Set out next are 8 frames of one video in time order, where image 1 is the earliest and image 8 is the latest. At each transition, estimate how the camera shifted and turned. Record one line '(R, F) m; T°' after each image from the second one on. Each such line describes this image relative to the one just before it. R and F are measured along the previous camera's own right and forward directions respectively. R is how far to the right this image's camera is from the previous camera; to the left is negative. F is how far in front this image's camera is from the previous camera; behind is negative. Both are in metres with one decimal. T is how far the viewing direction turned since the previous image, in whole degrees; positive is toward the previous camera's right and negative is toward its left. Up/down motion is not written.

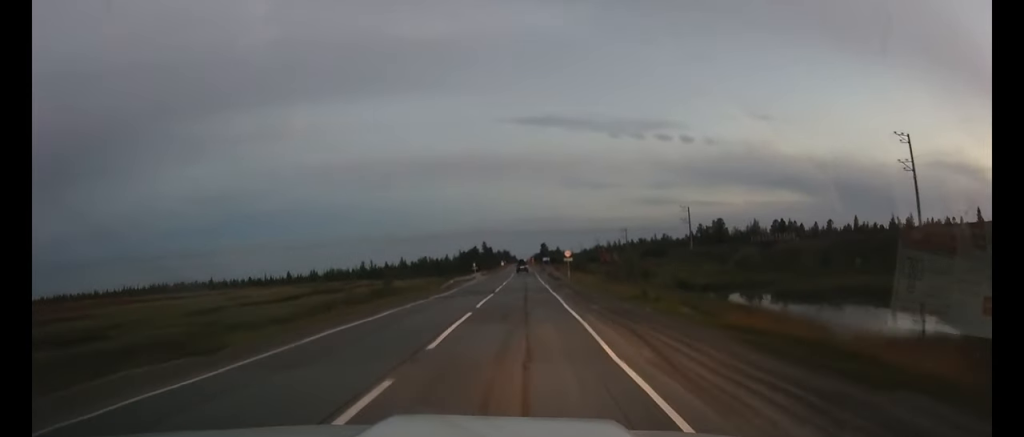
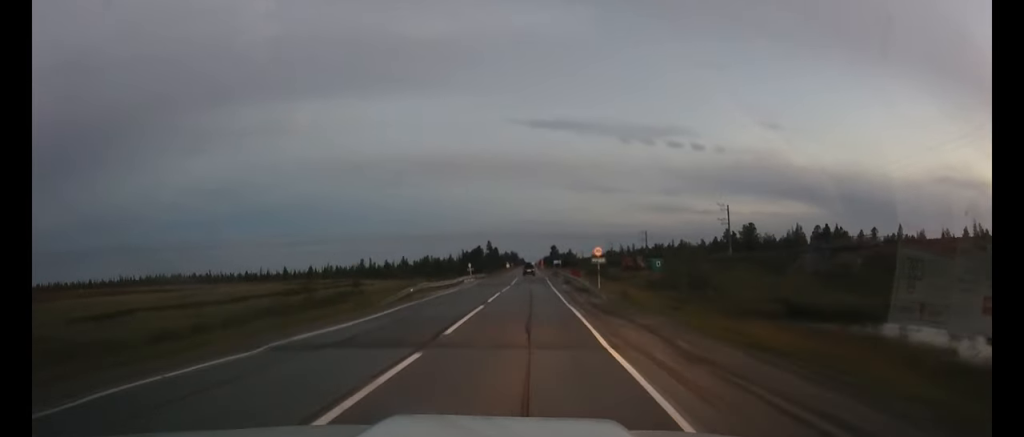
(+0.1, +22.7) m; 0°
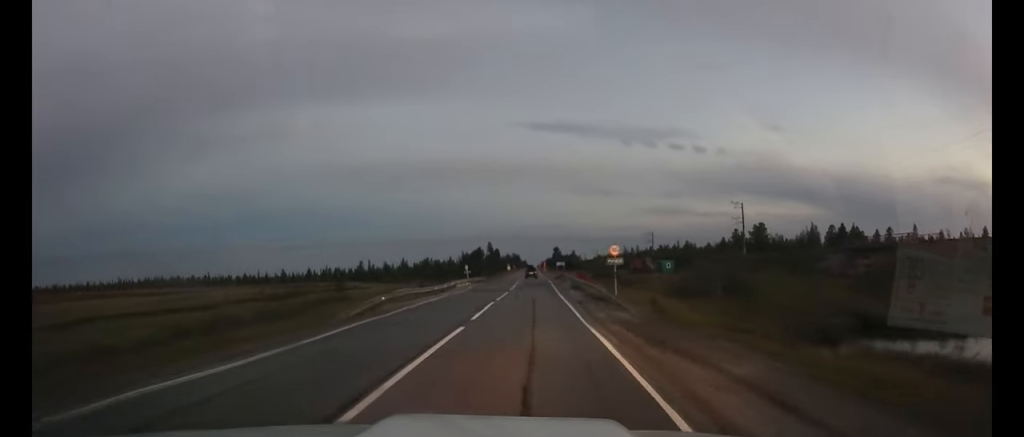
(0.0, +7.5) m; 0°
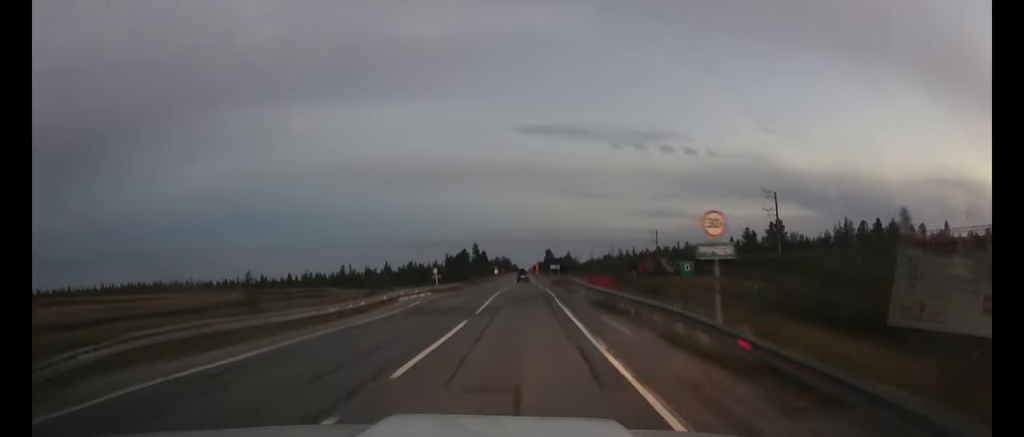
(-0.1, +20.7) m; 0°
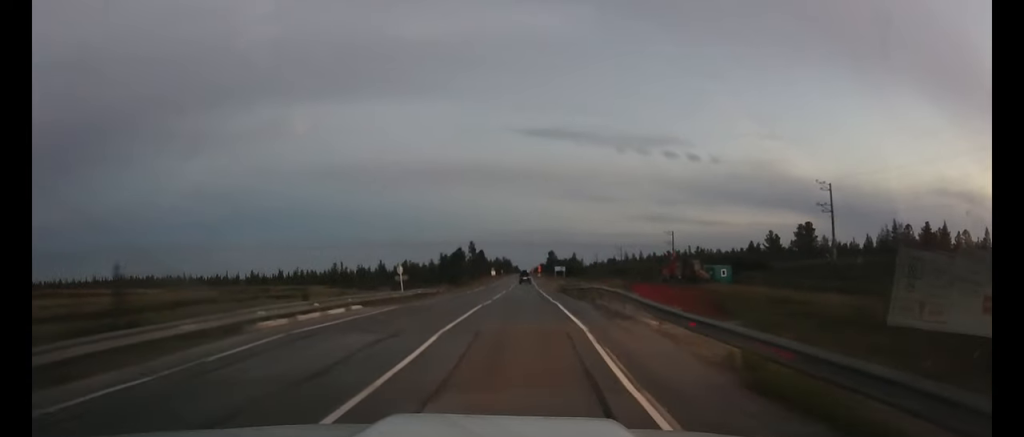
(+0.2, +18.1) m; 0°
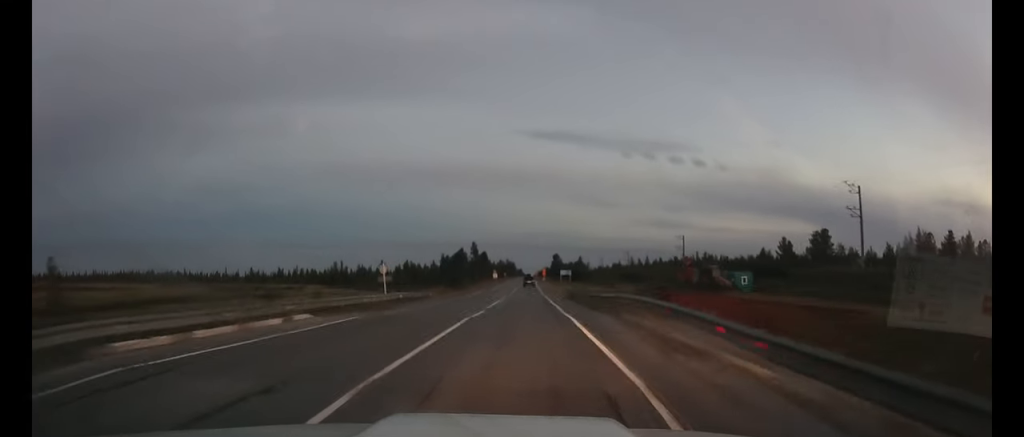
(0.0, +6.6) m; 0°
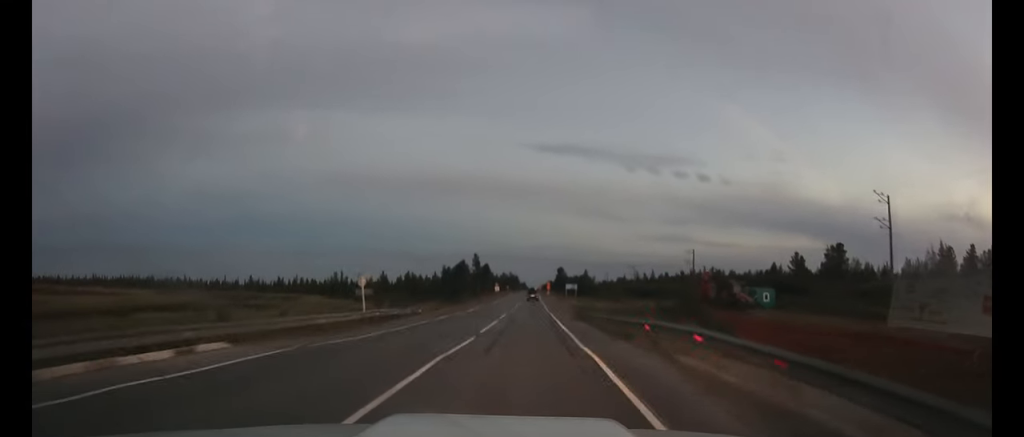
(0.0, +6.0) m; 0°
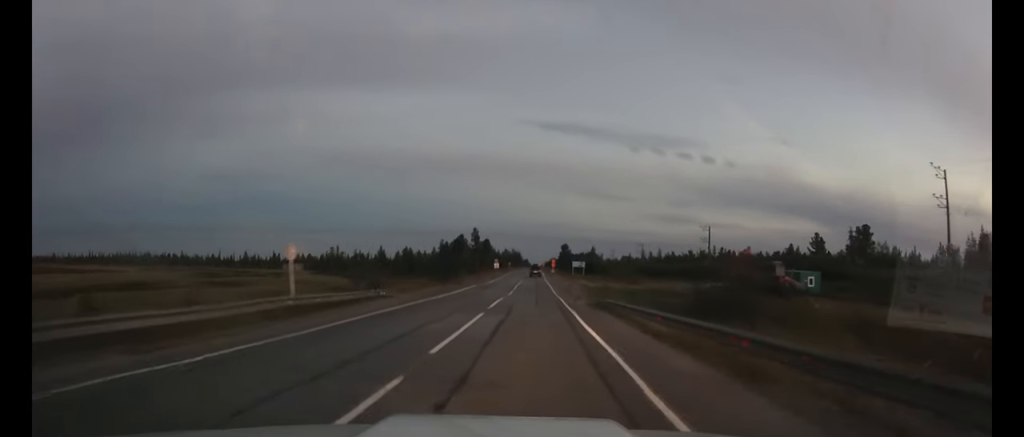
(-0.1, +11.1) m; 0°
